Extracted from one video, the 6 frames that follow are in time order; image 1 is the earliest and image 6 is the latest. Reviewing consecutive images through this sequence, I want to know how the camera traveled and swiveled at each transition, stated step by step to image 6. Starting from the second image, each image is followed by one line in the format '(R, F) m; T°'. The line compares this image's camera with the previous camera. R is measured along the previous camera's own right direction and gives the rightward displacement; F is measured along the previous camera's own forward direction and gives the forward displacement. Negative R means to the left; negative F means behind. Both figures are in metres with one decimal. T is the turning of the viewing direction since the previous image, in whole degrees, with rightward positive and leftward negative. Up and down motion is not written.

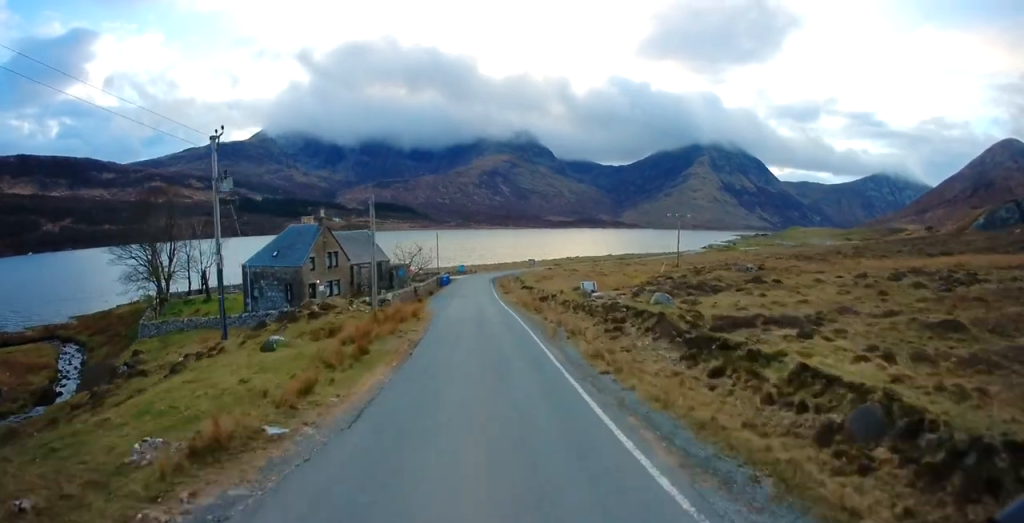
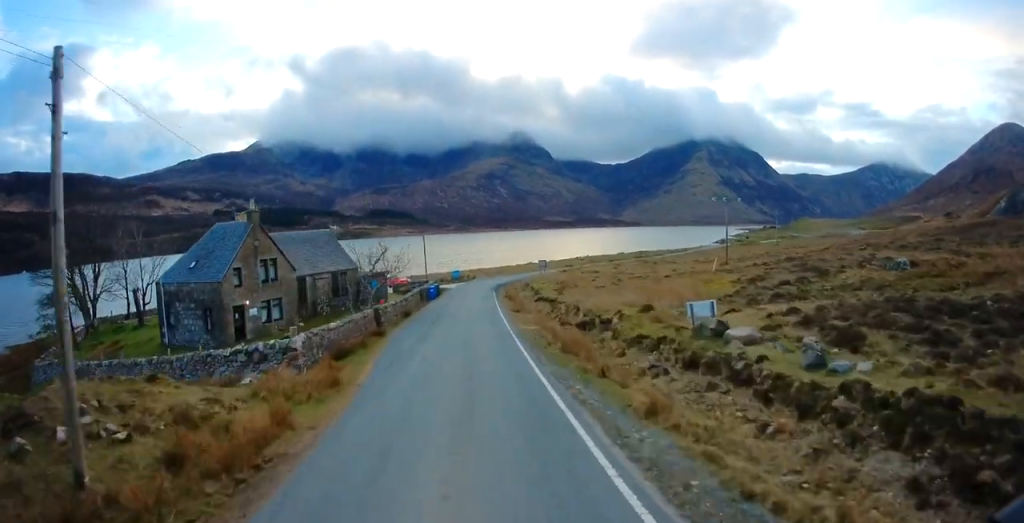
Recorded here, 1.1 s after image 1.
(-0.2, +15.9) m; -2°
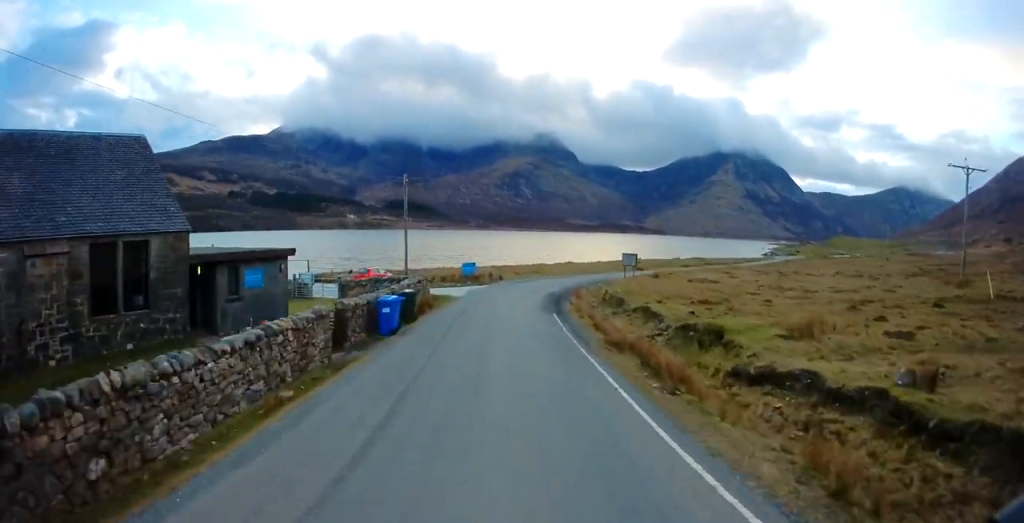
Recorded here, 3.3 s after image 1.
(-1.4, +32.0) m; -1°
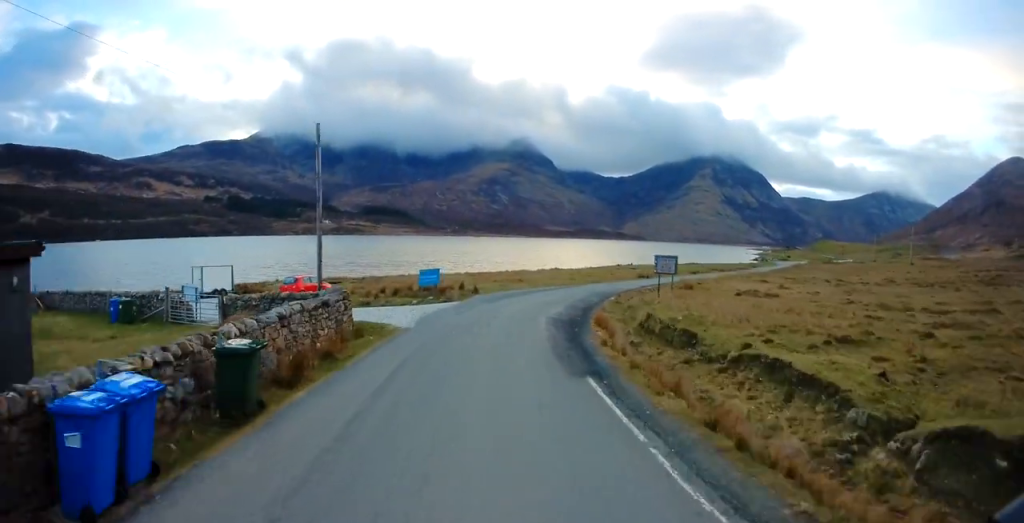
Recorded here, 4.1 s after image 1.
(+0.4, +12.2) m; +5°
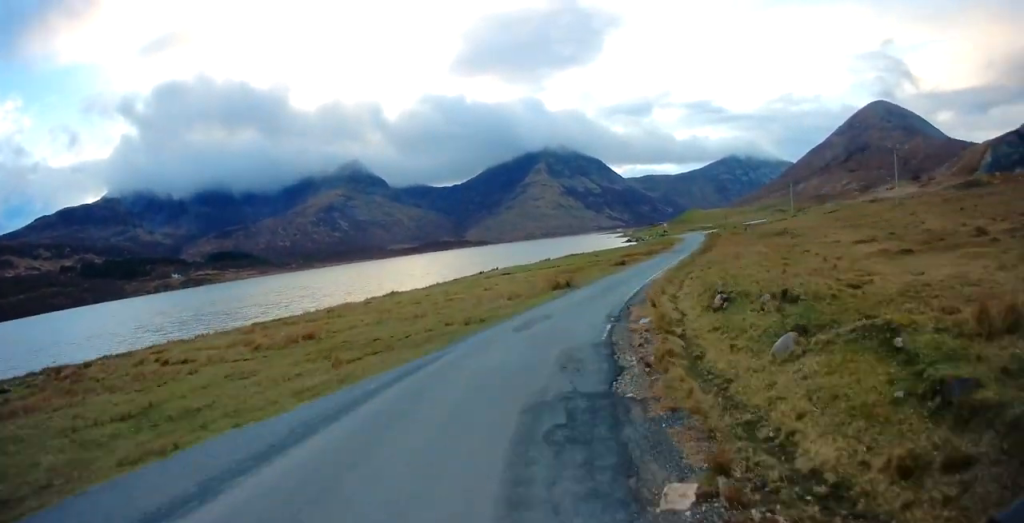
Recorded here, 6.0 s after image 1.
(+3.7, +28.8) m; +15°
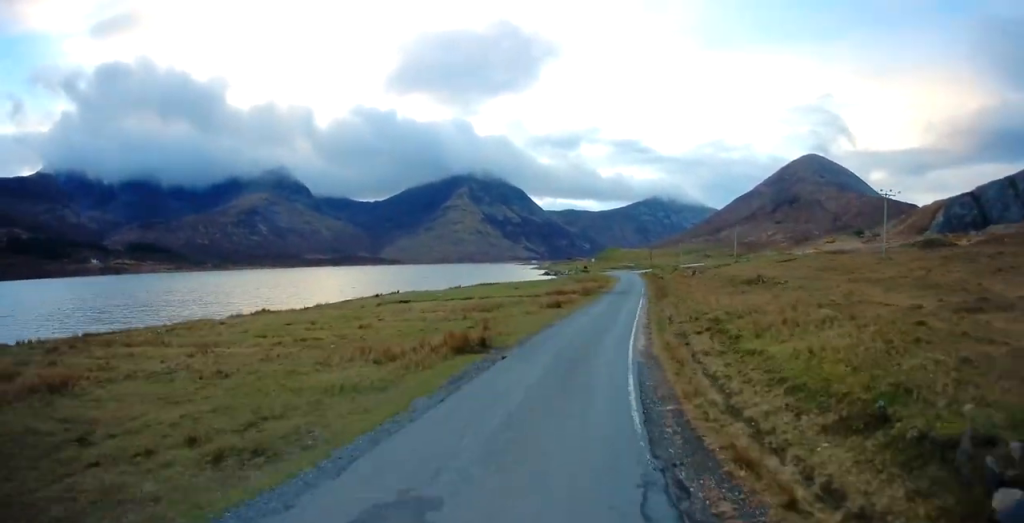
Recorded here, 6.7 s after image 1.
(+0.3, +11.7) m; +8°
